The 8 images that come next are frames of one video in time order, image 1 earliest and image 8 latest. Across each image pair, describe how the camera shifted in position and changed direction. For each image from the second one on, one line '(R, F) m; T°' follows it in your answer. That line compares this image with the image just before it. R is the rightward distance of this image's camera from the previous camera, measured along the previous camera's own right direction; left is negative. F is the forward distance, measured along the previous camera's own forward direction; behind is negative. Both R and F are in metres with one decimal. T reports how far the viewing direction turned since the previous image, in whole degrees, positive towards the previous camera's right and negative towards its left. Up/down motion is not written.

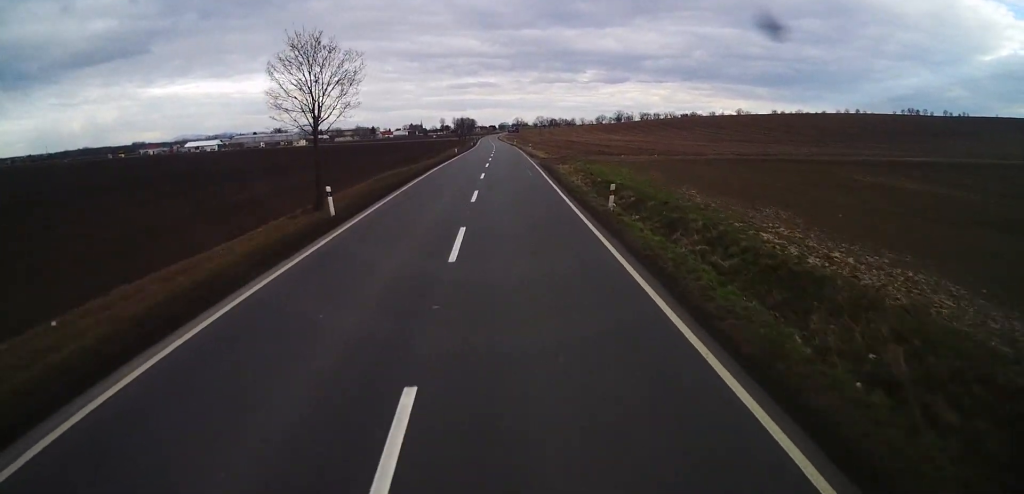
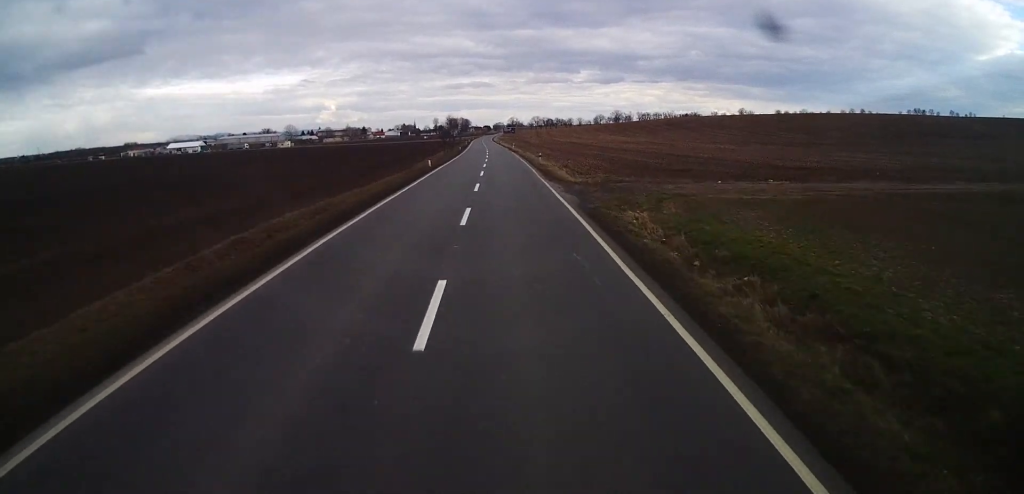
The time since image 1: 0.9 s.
(+0.2, +22.6) m; +1°
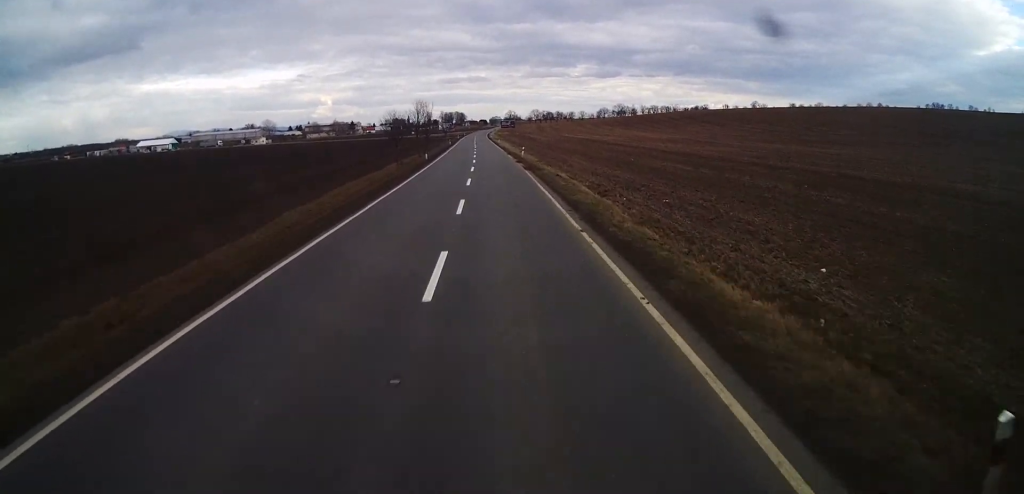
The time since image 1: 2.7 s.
(+0.4, +43.1) m; +1°
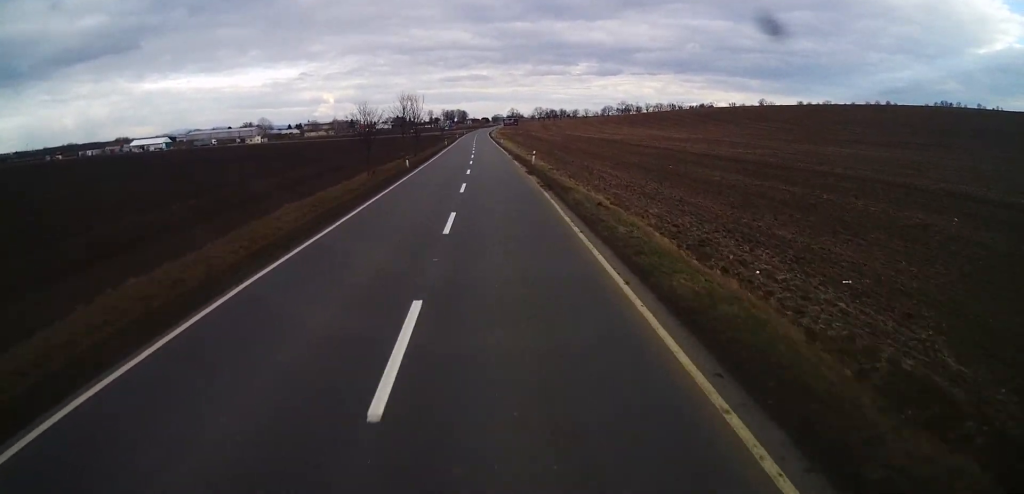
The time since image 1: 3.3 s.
(+0.1, +12.6) m; 0°
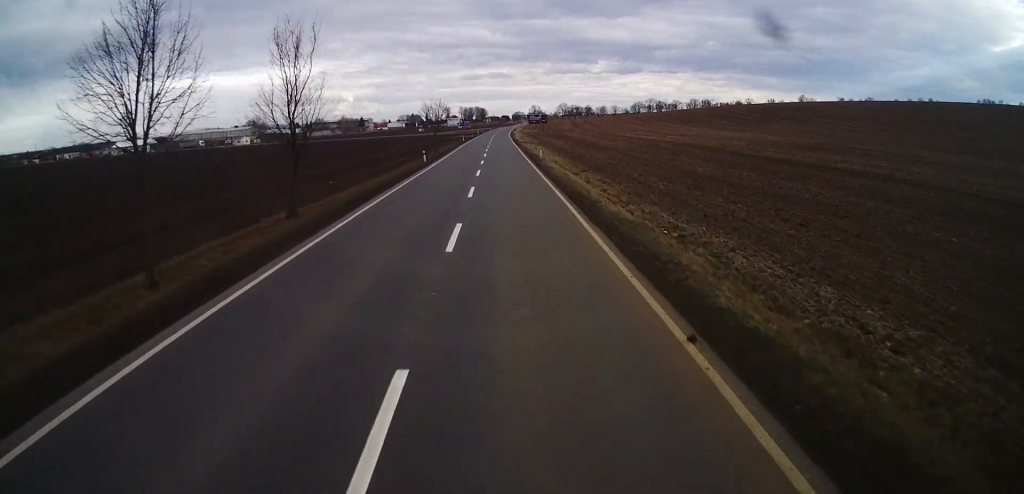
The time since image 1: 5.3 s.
(-1.2, +47.1) m; -1°
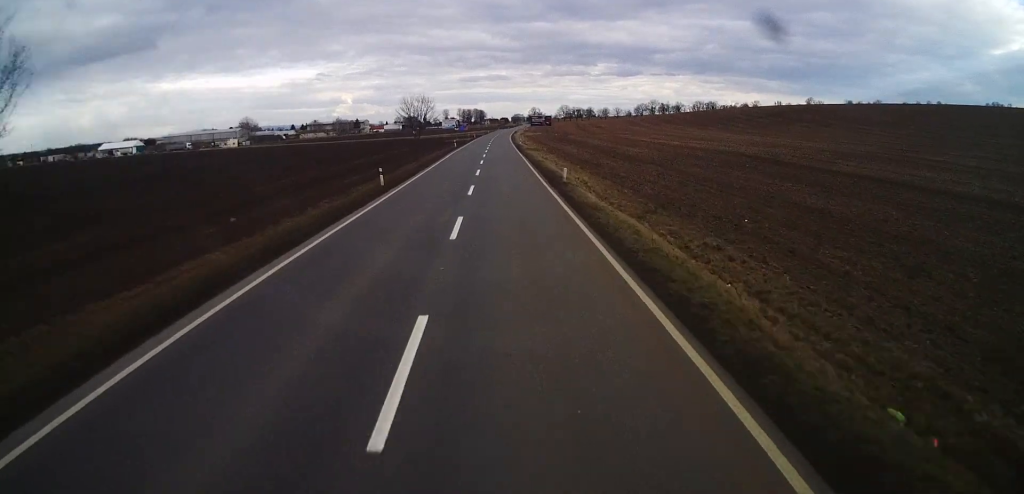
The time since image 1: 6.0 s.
(+0.3, +16.1) m; 0°
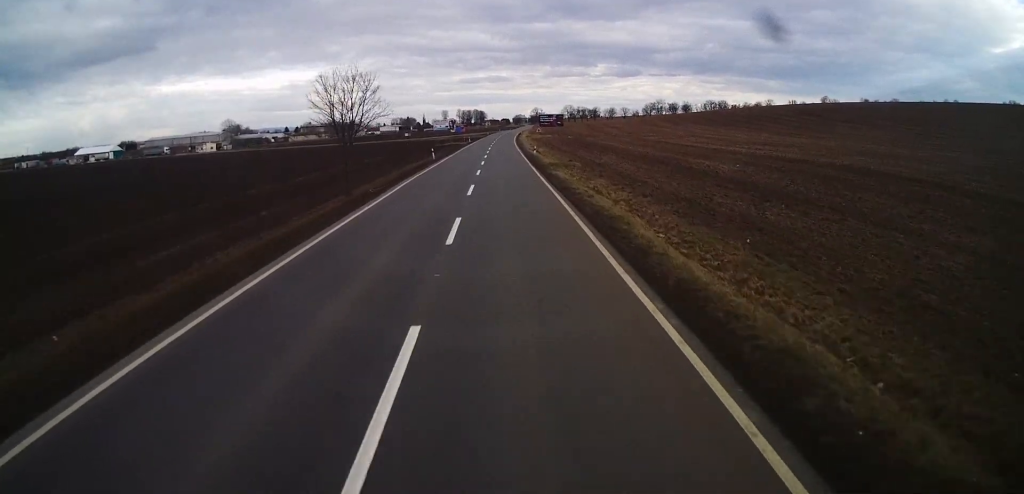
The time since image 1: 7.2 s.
(-0.1, +27.5) m; -1°
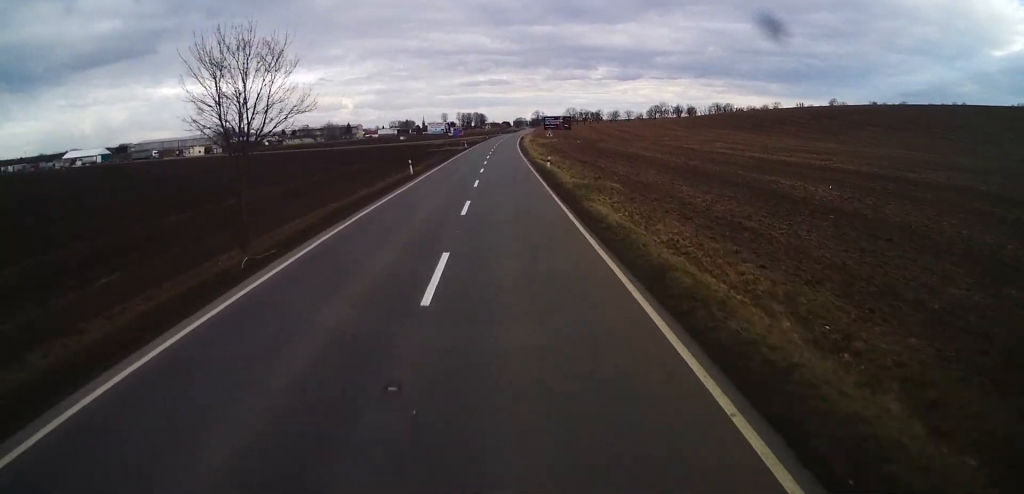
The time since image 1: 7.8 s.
(-0.1, +13.0) m; 0°
